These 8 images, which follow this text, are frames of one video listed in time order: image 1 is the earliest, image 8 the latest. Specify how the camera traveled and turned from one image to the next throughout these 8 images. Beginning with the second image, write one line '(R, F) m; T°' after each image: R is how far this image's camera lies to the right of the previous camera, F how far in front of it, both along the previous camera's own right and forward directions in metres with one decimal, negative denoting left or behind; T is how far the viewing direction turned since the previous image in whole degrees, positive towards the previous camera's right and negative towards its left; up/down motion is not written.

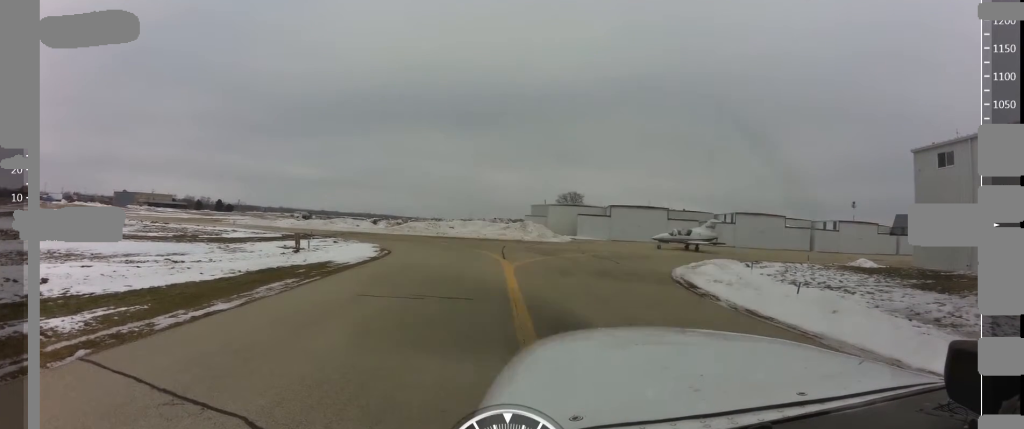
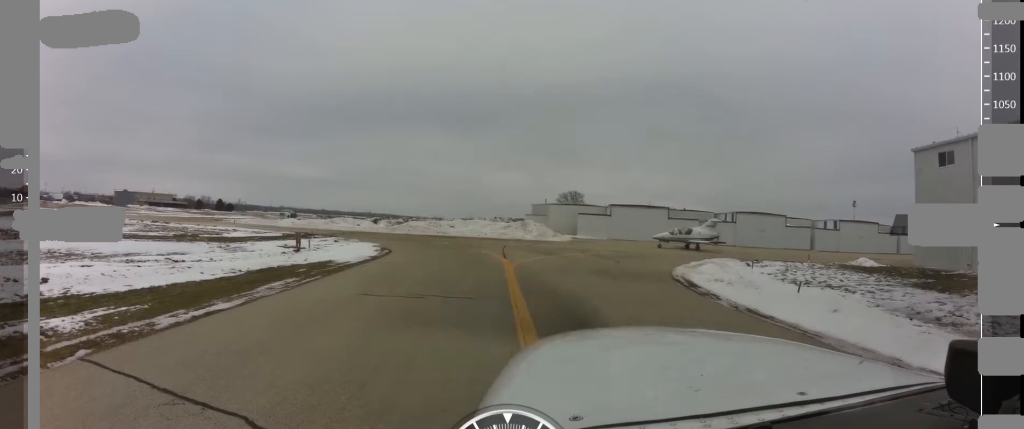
(0.0, 0.0) m; 0°
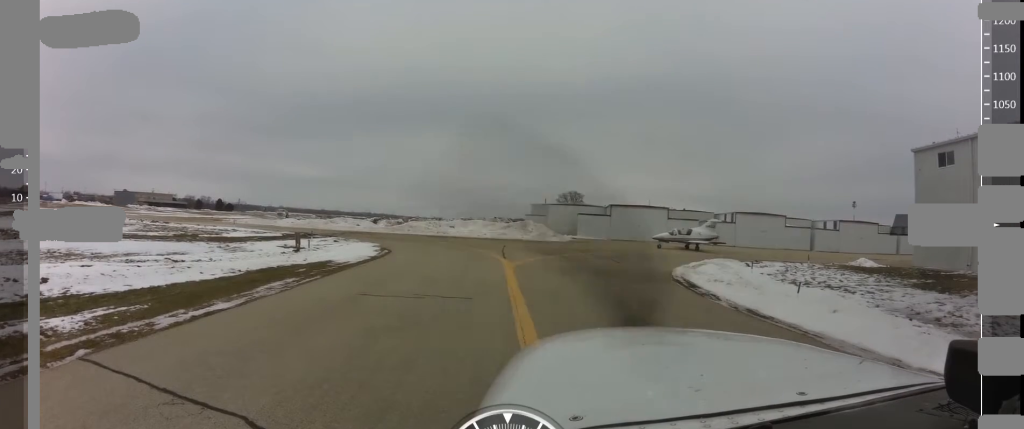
(0.0, 0.0) m; 0°
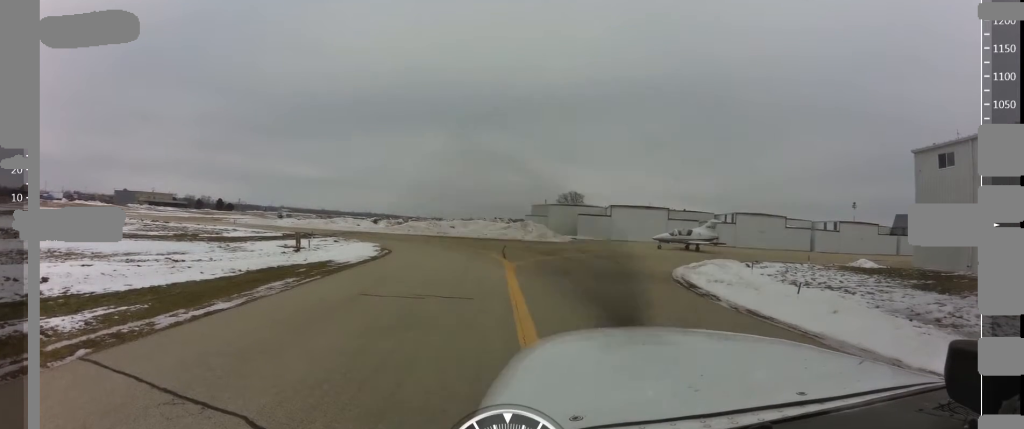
(0.0, +0.1) m; 0°
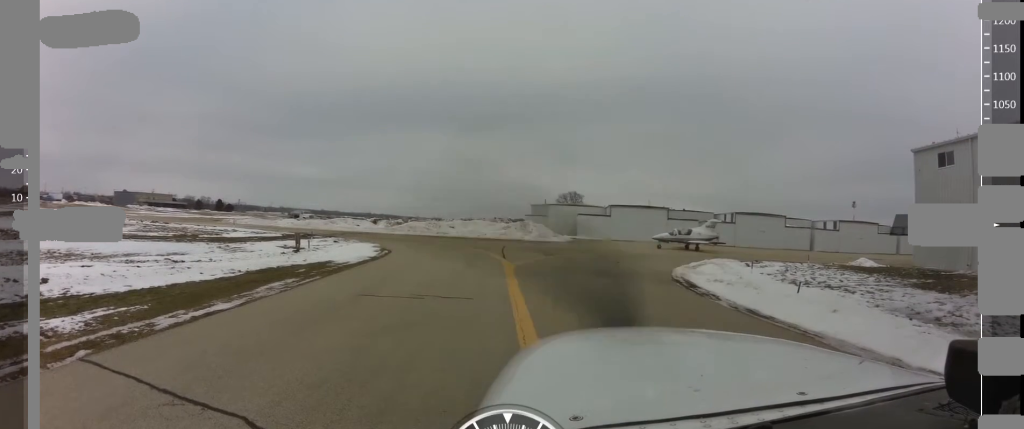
(0.0, +0.3) m; 0°
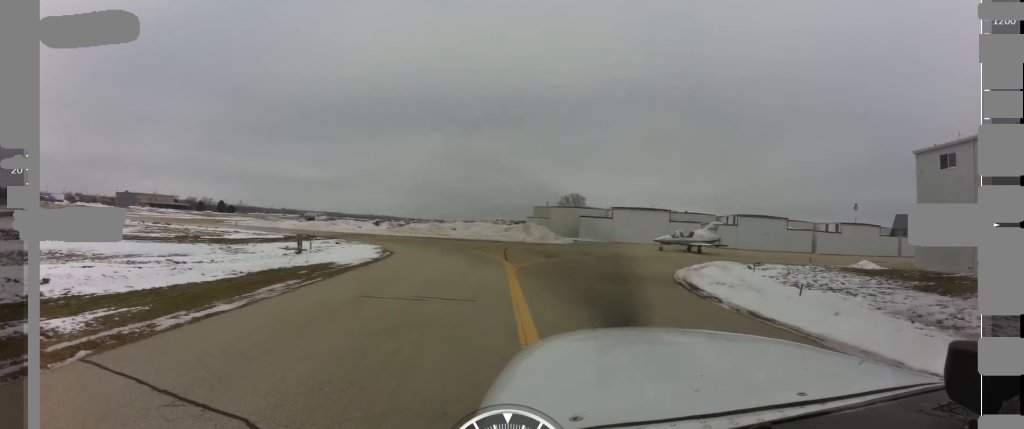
(0.0, +0.2) m; 0°
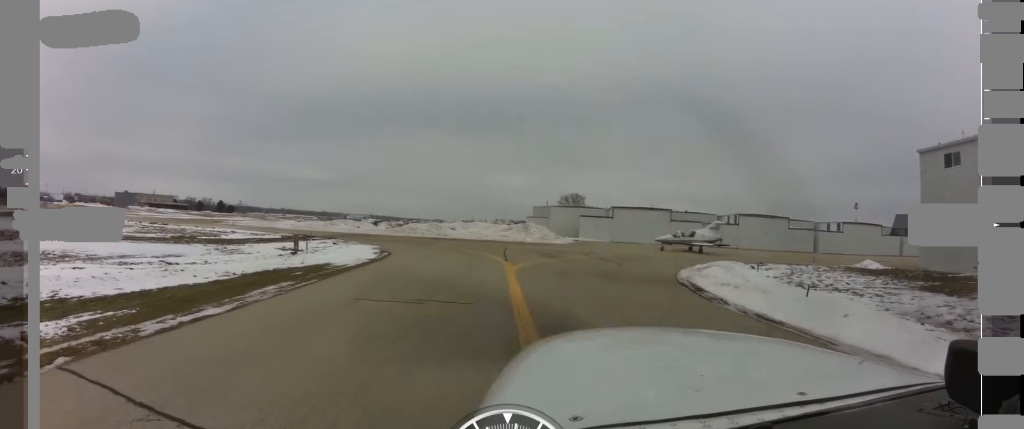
(0.0, +0.9) m; 0°
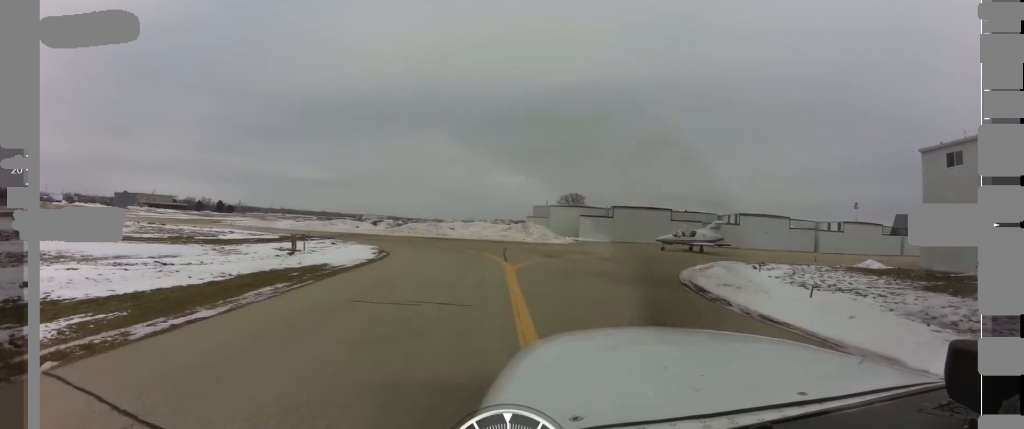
(0.0, +0.4) m; 0°
